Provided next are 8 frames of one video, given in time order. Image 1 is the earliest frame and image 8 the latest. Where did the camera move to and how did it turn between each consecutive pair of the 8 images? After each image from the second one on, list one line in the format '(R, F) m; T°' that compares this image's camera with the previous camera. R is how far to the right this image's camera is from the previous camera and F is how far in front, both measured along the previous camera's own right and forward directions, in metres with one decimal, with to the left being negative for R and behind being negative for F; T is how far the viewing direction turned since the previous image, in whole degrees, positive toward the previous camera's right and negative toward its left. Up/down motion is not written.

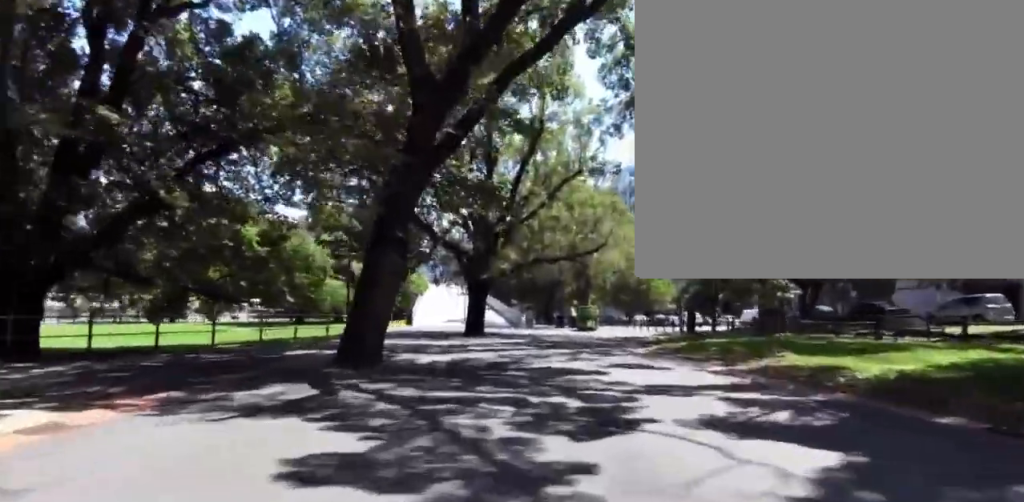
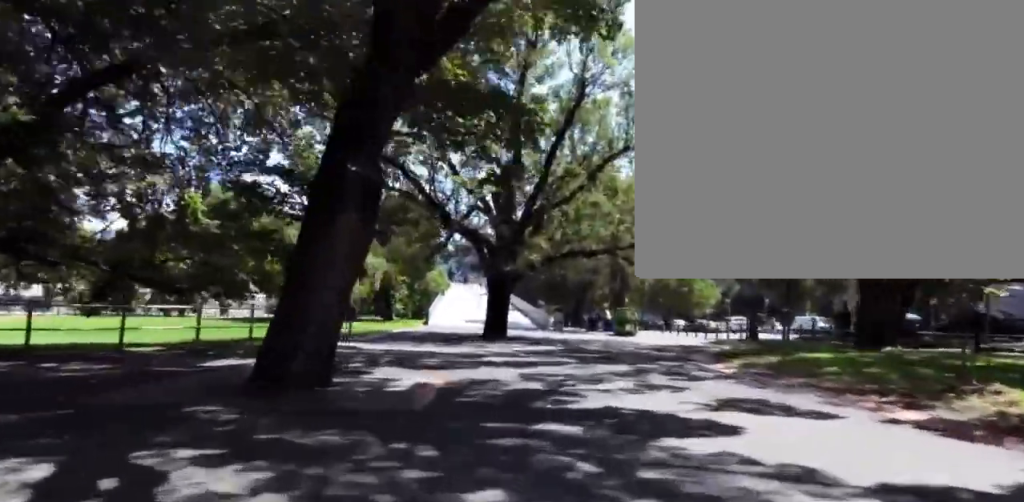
(+0.3, +5.4) m; -6°
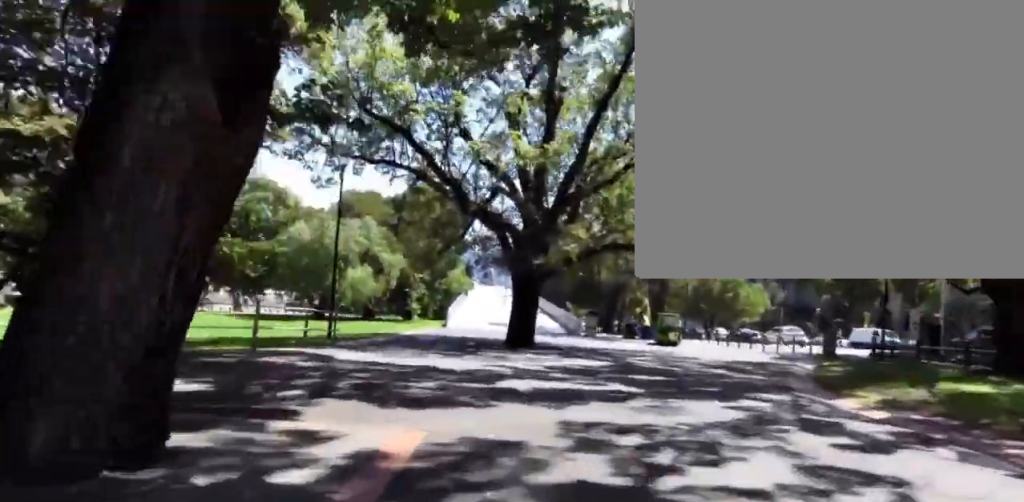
(-0.4, +4.6) m; -4°
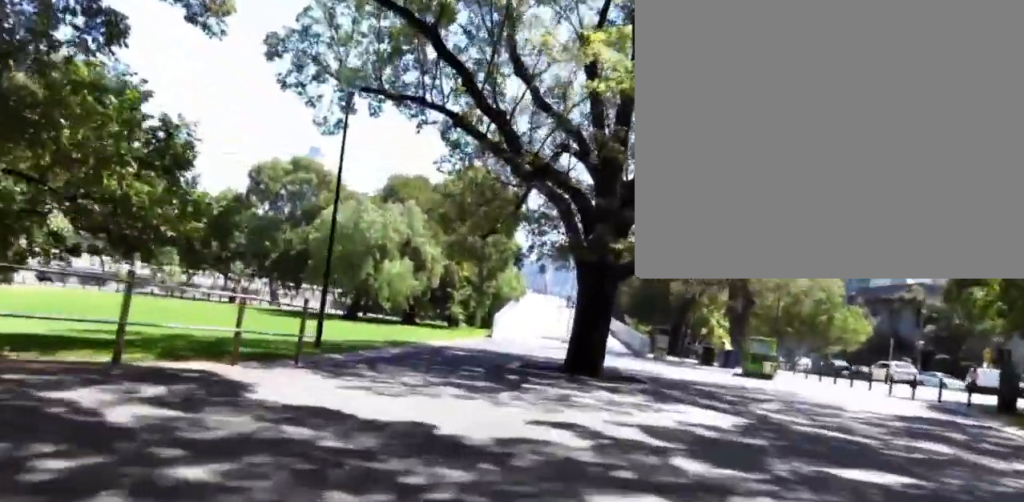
(-0.7, +6.0) m; -6°
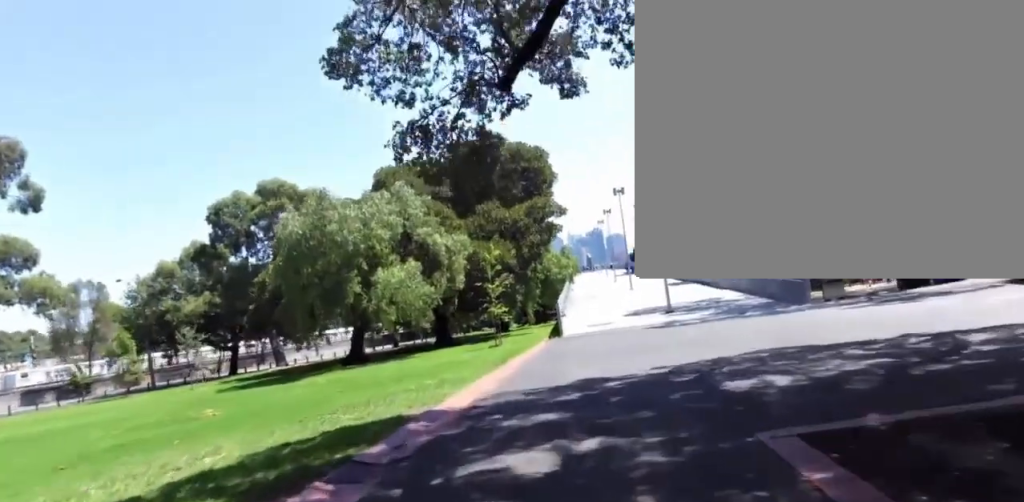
(-0.1, +14.8) m; +2°
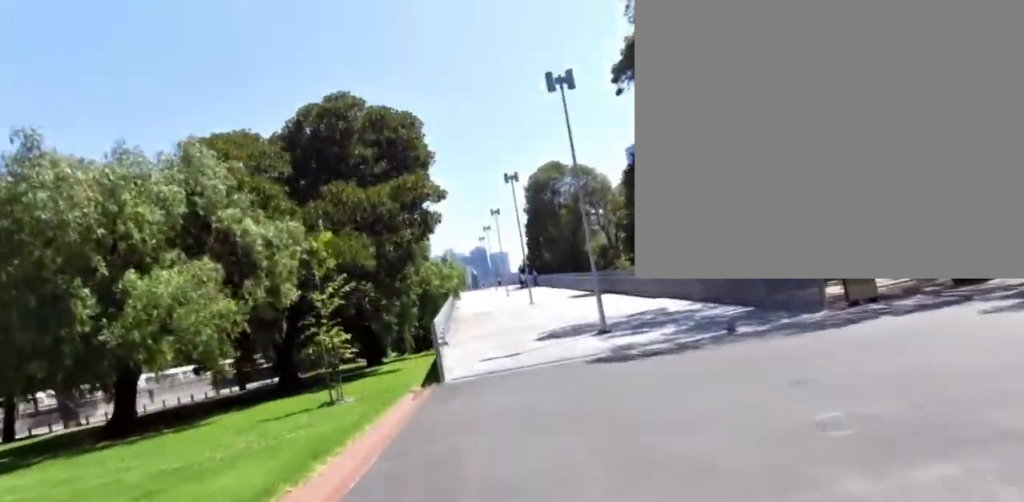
(+0.3, +10.0) m; +8°
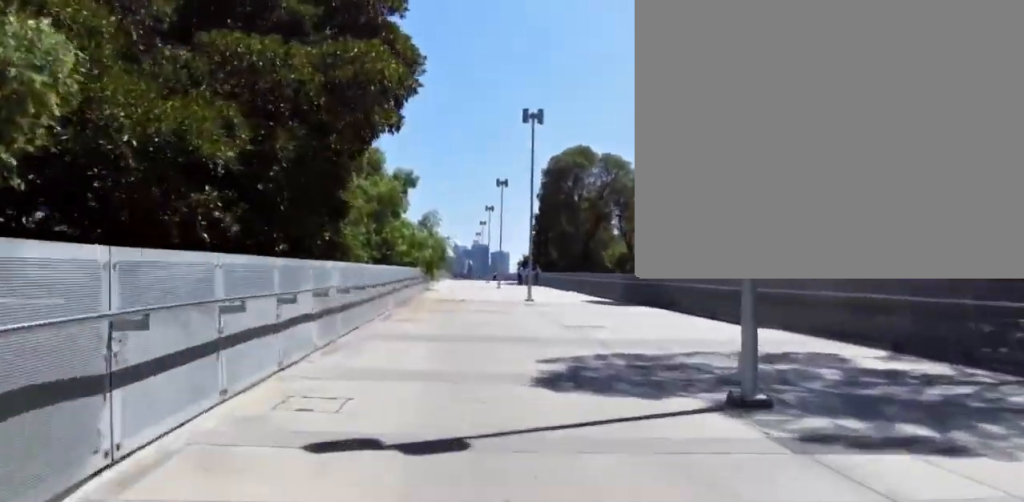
(+1.3, +11.7) m; +3°
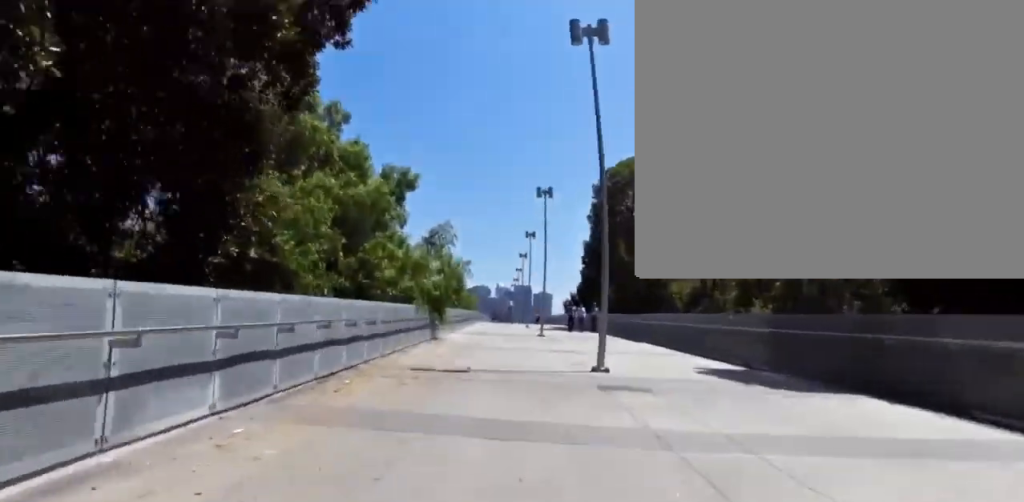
(-0.9, +10.6) m; -4°
